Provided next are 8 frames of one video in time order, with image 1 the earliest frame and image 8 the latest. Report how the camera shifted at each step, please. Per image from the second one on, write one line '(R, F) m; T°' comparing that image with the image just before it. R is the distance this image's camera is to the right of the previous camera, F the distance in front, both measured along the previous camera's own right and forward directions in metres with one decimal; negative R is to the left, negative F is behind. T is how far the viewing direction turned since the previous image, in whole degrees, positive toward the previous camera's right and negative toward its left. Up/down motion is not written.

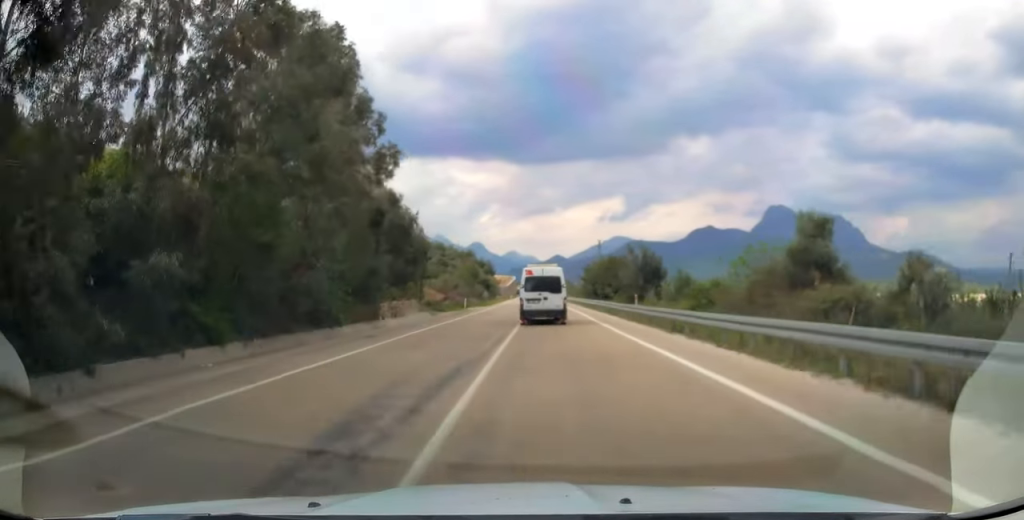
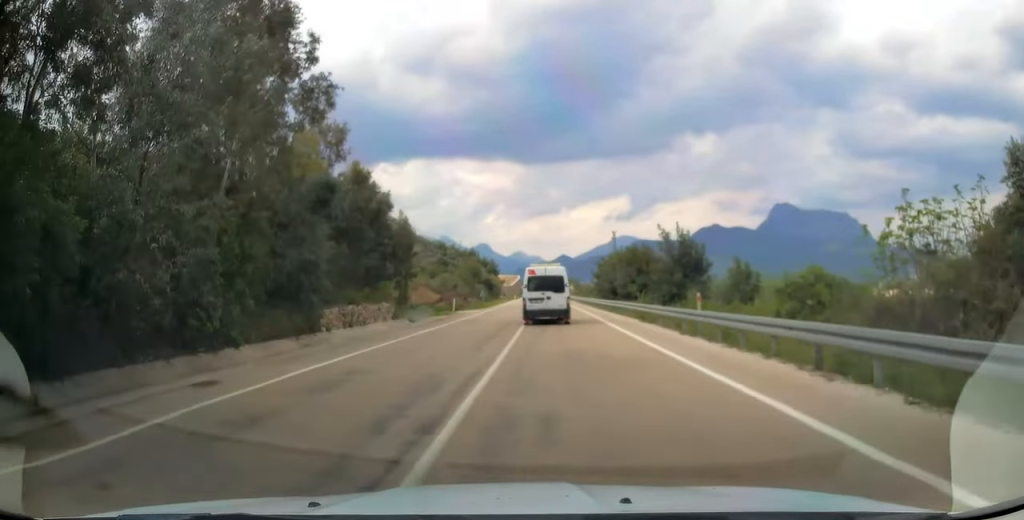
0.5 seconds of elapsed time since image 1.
(-0.1, +10.7) m; -1°
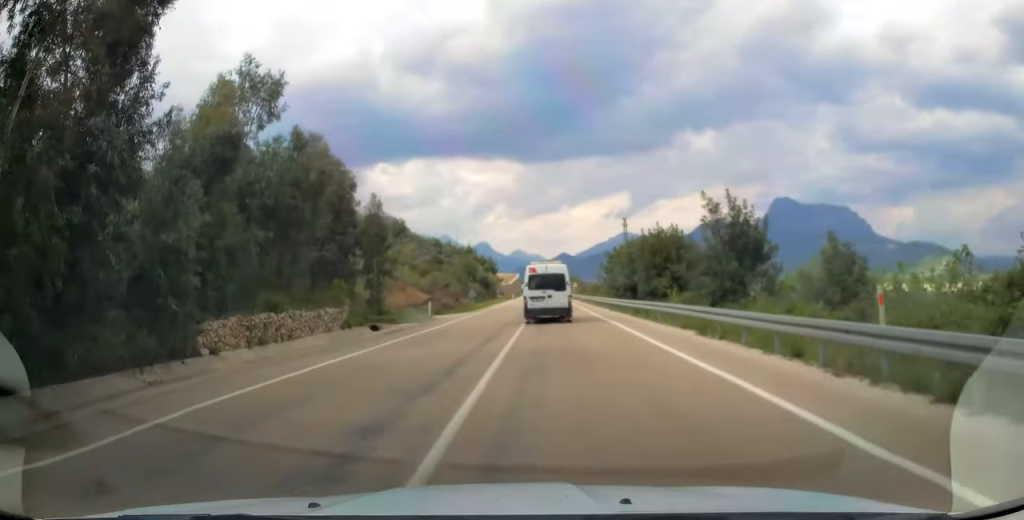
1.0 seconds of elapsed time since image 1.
(-0.1, +10.1) m; -1°
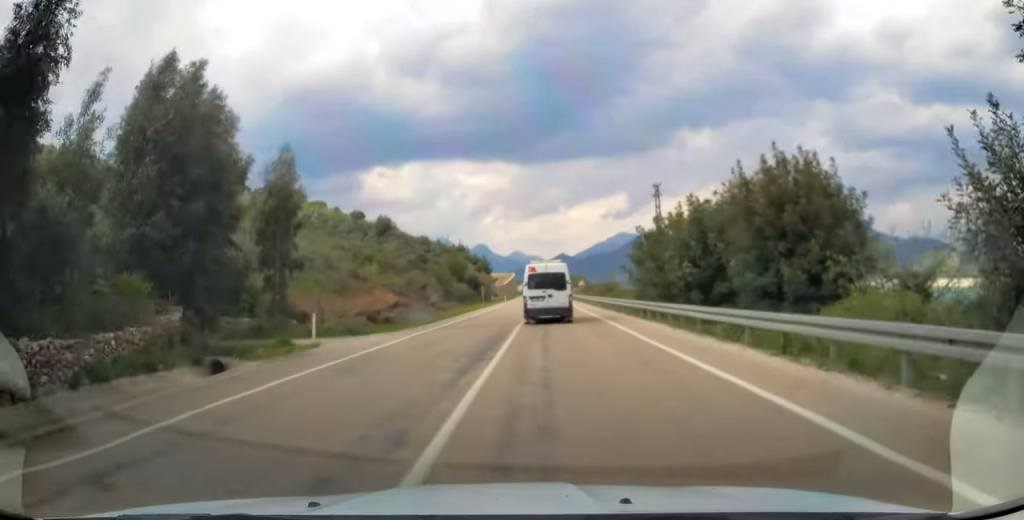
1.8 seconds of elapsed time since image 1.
(-0.2, +18.8) m; 0°
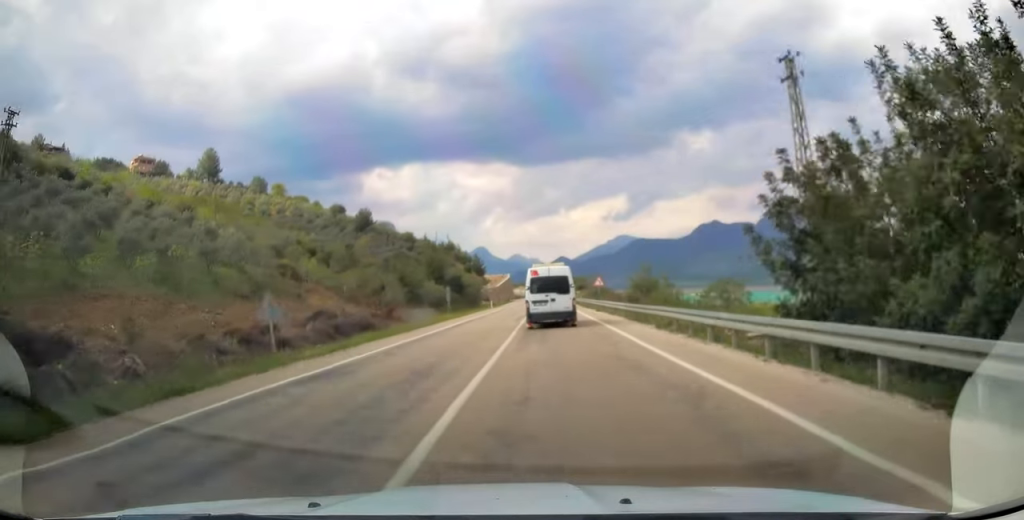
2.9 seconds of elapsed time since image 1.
(+0.1, +23.8) m; 0°
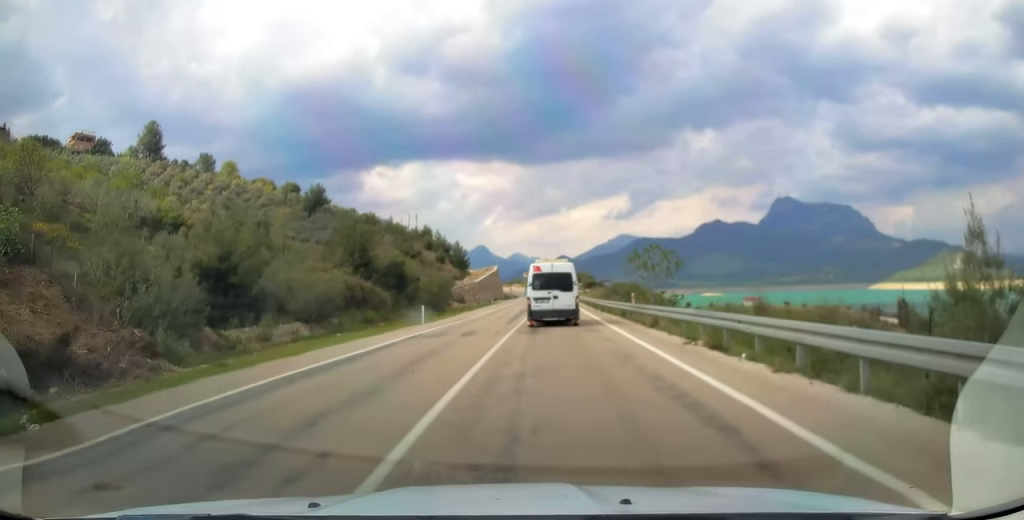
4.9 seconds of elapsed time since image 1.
(-0.2, +42.2) m; 0°
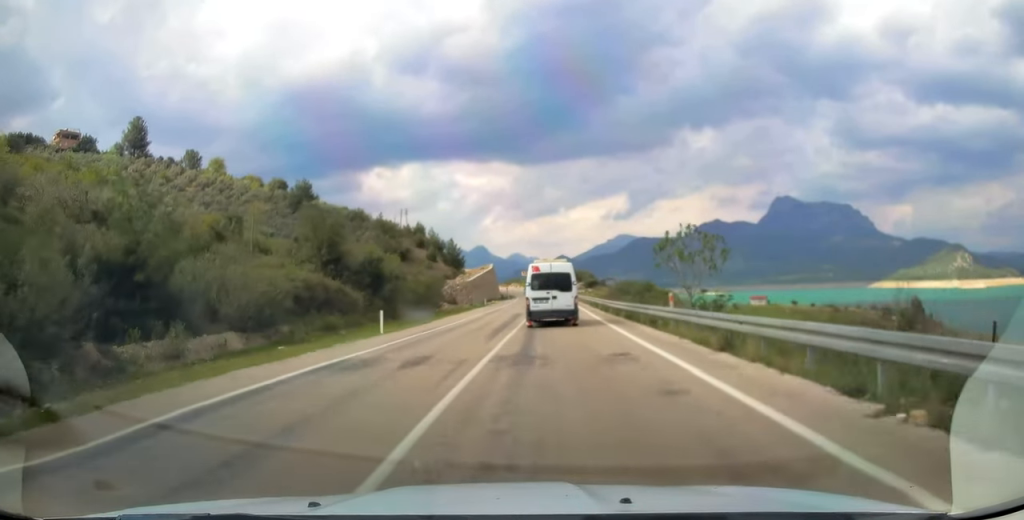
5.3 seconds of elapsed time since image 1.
(0.0, +8.5) m; 0°
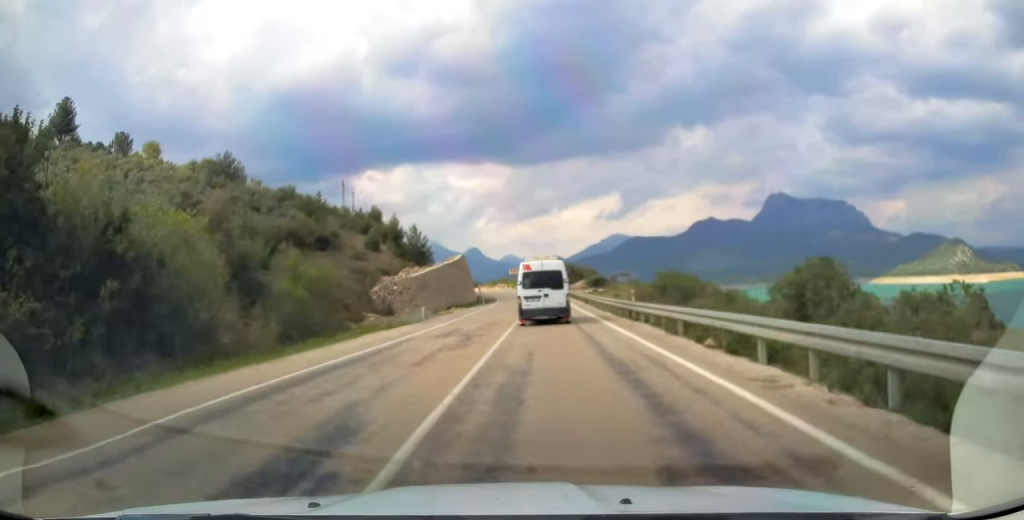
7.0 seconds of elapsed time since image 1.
(+0.2, +34.9) m; 0°
